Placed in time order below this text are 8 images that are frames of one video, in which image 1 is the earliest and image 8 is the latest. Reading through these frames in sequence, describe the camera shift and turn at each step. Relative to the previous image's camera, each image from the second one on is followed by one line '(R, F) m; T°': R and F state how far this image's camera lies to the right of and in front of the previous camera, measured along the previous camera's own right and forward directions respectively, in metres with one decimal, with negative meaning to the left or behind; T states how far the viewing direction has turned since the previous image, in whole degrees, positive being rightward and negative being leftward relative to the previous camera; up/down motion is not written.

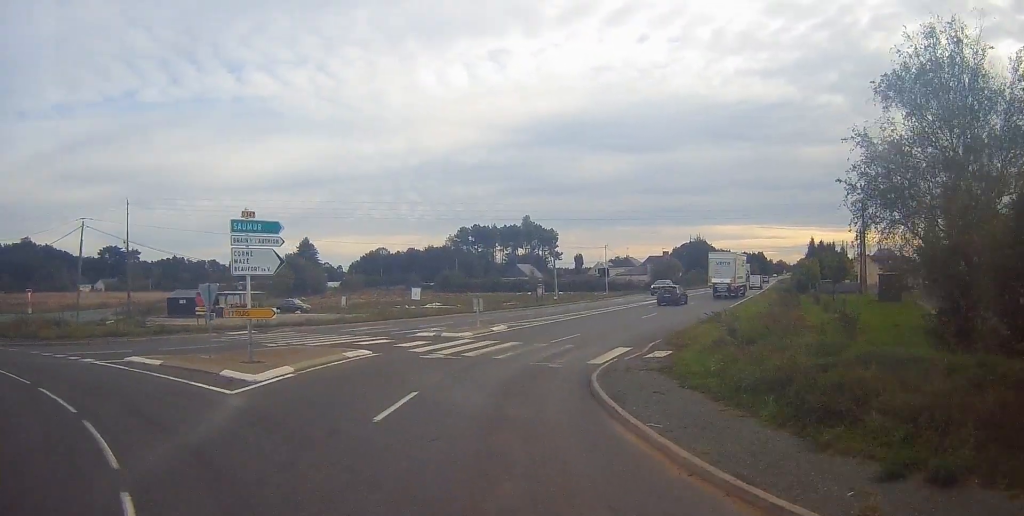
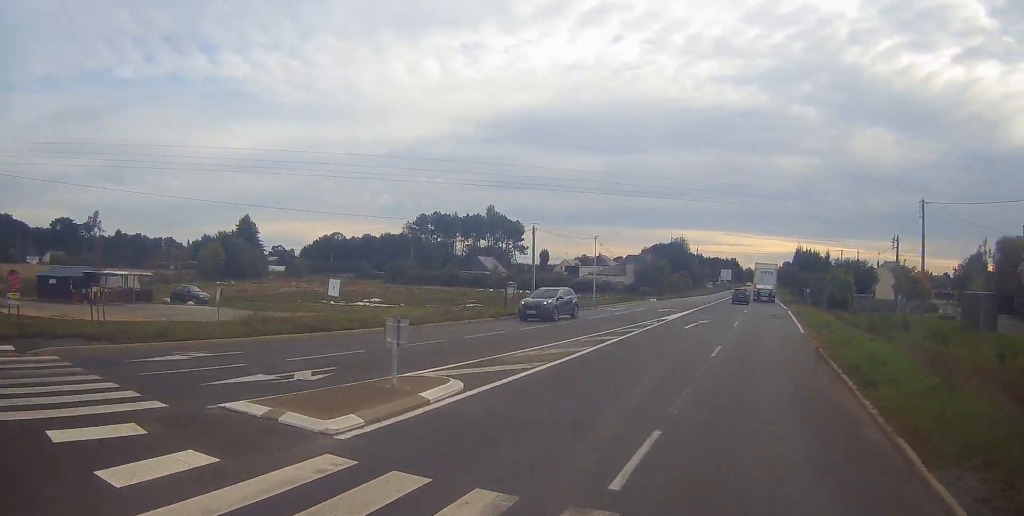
(-0.6, +16.8) m; +2°
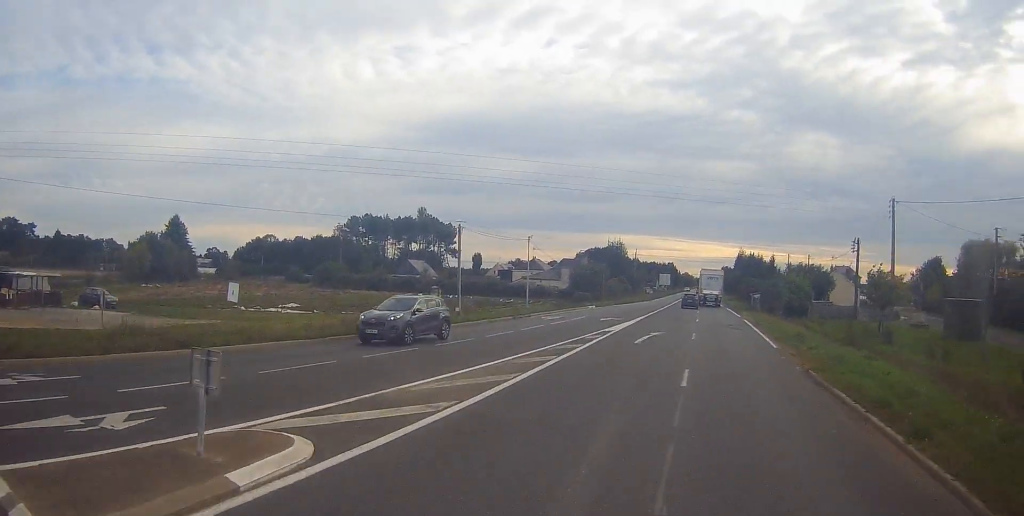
(+0.2, +4.6) m; +4°
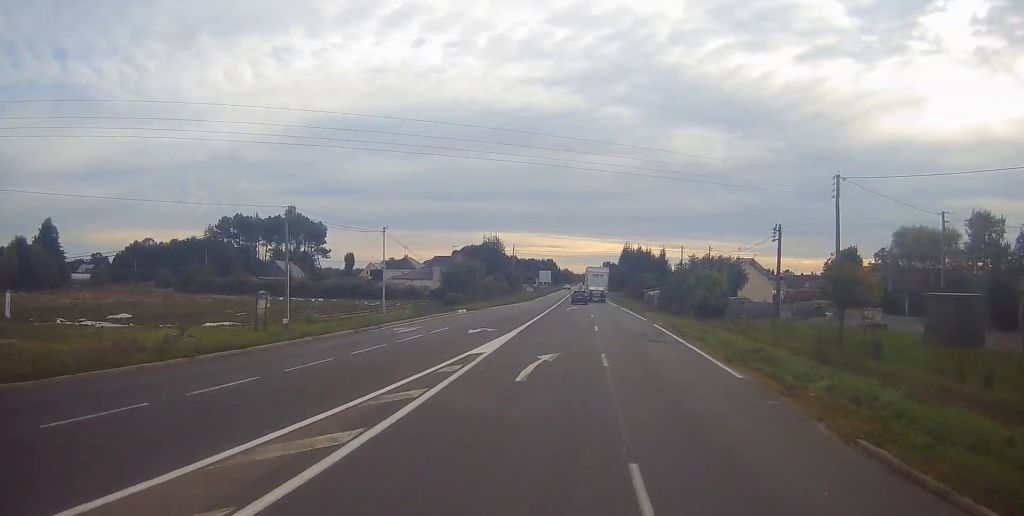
(+0.6, +9.0) m; +8°
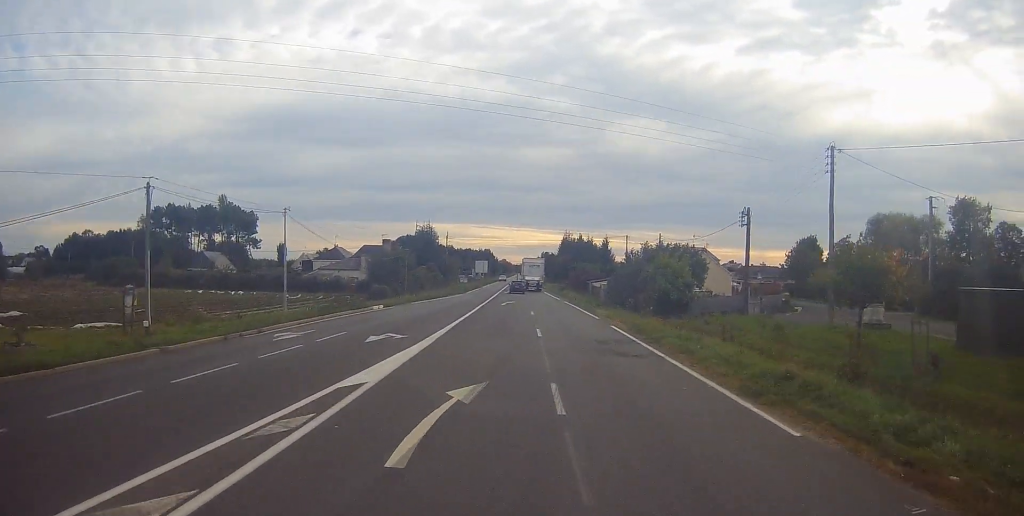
(+0.4, +7.3) m; +6°
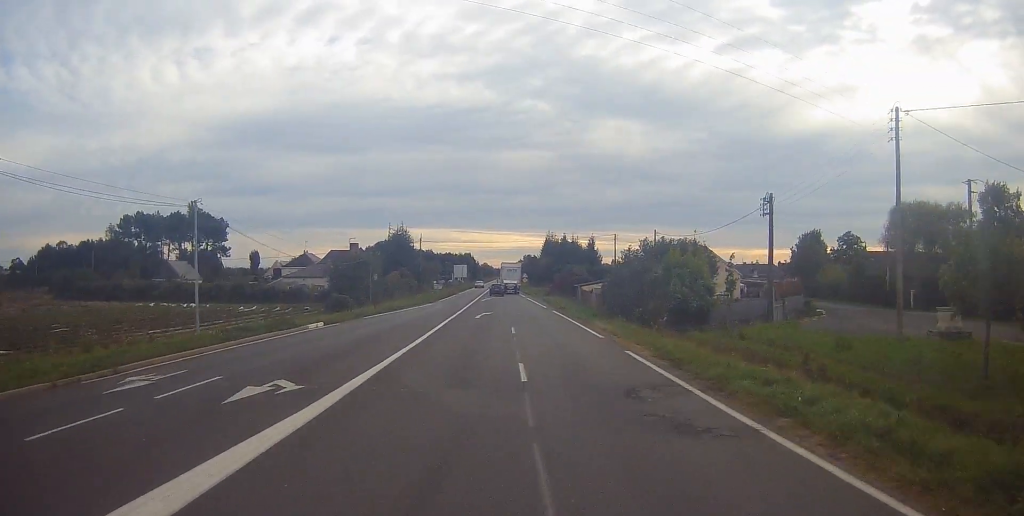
(+0.6, +9.2) m; +4°
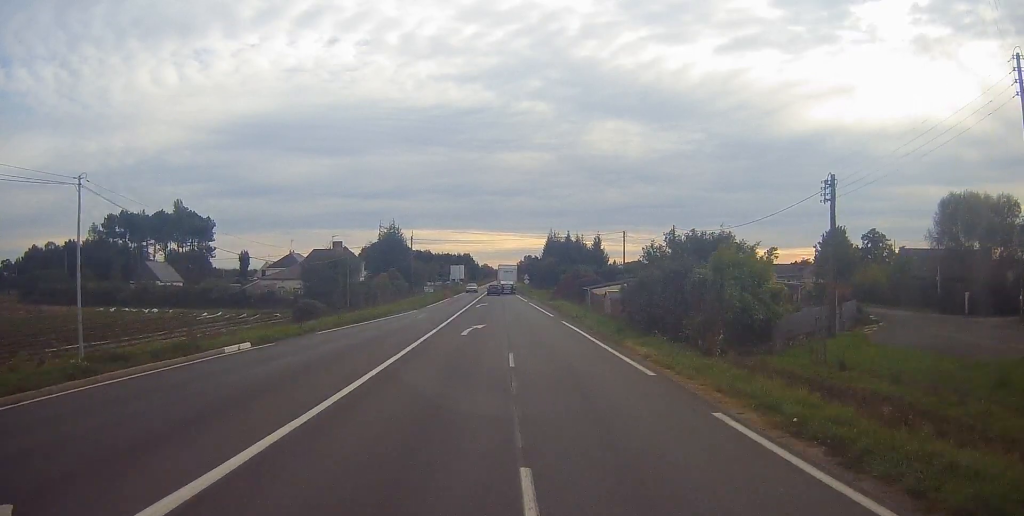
(0.0, +9.4) m; 0°
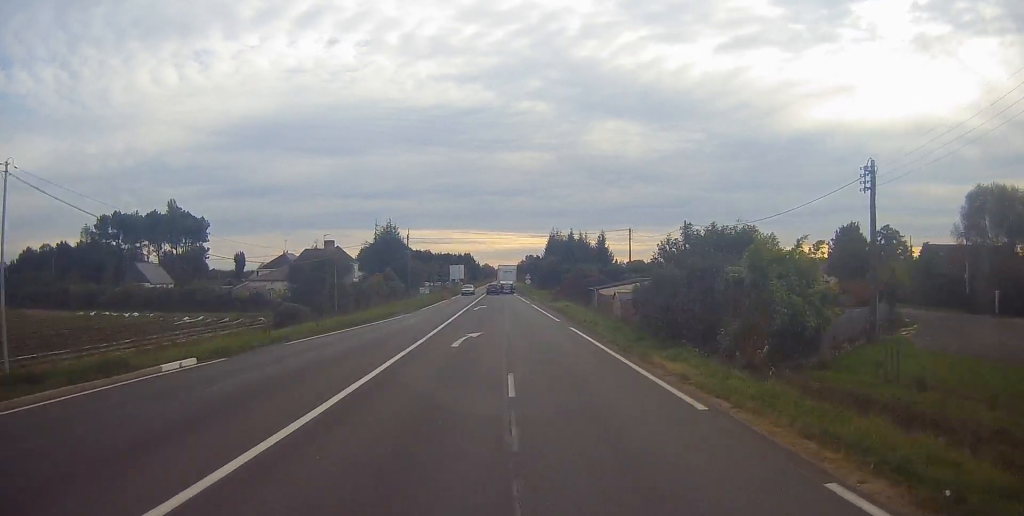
(+0.1, +4.4) m; -1°
